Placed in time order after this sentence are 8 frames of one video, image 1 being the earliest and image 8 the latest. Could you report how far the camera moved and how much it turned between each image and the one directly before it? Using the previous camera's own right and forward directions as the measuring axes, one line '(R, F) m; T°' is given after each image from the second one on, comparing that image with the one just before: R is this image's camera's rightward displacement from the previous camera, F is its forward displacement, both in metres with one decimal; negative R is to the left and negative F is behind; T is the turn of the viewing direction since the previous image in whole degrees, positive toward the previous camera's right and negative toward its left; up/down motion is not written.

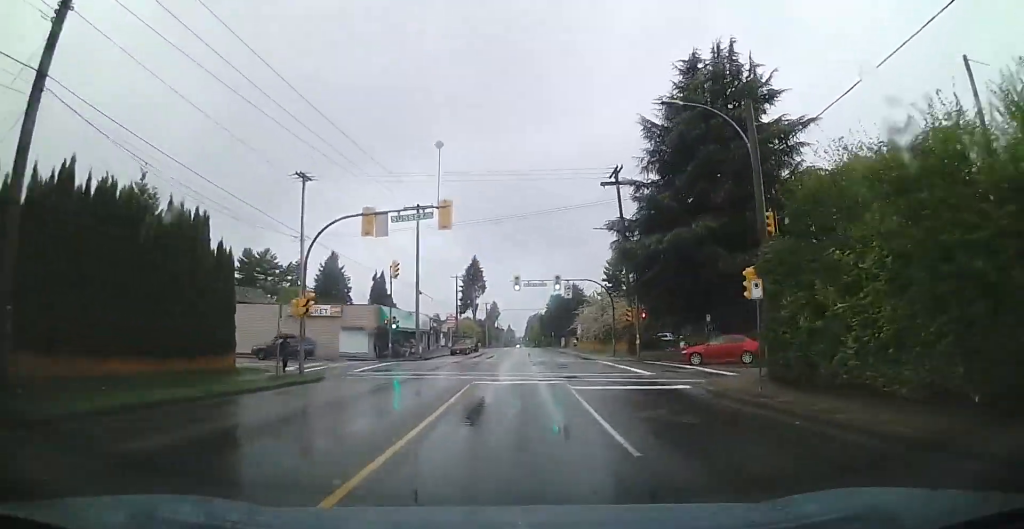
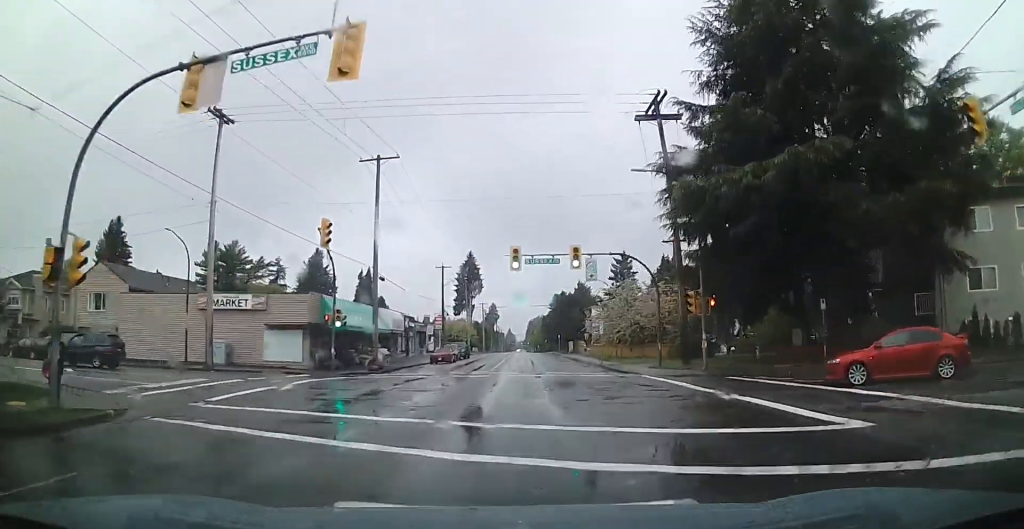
(+0.2, +15.1) m; +1°
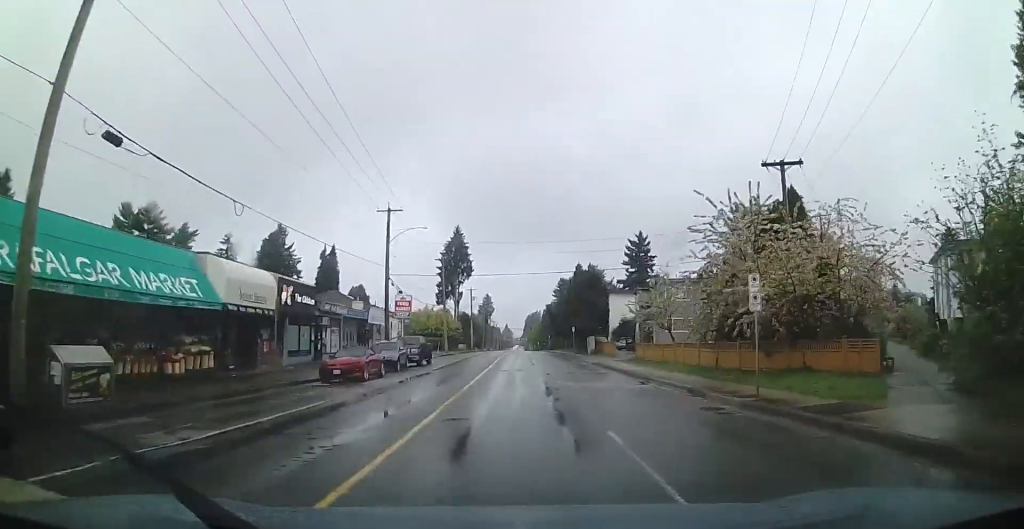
(+0.2, +27.6) m; 0°
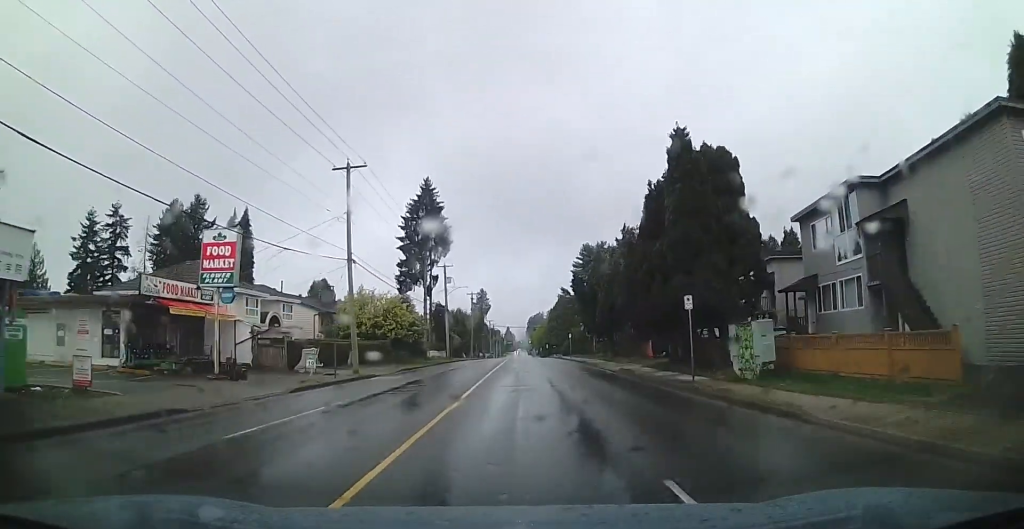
(+0.9, +40.4) m; +4°
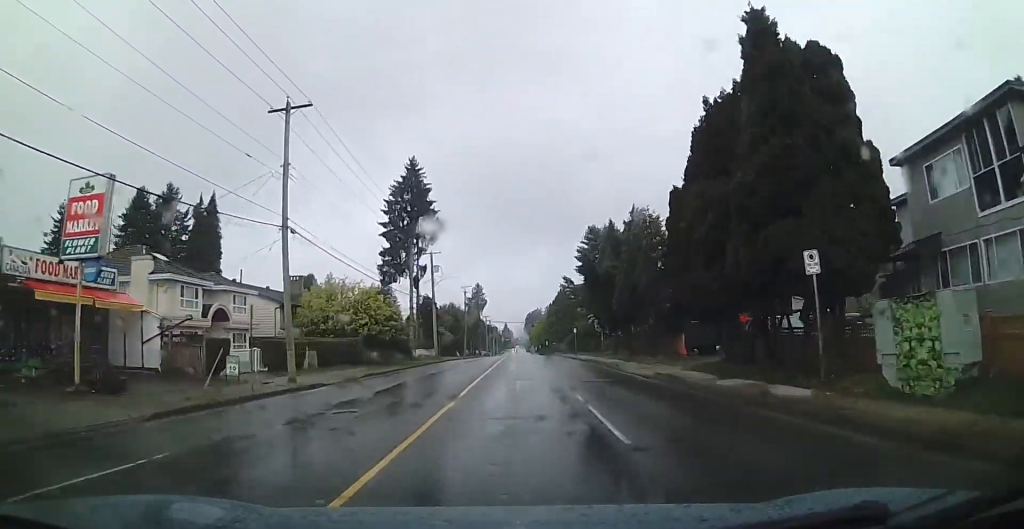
(+0.1, +8.8) m; +1°
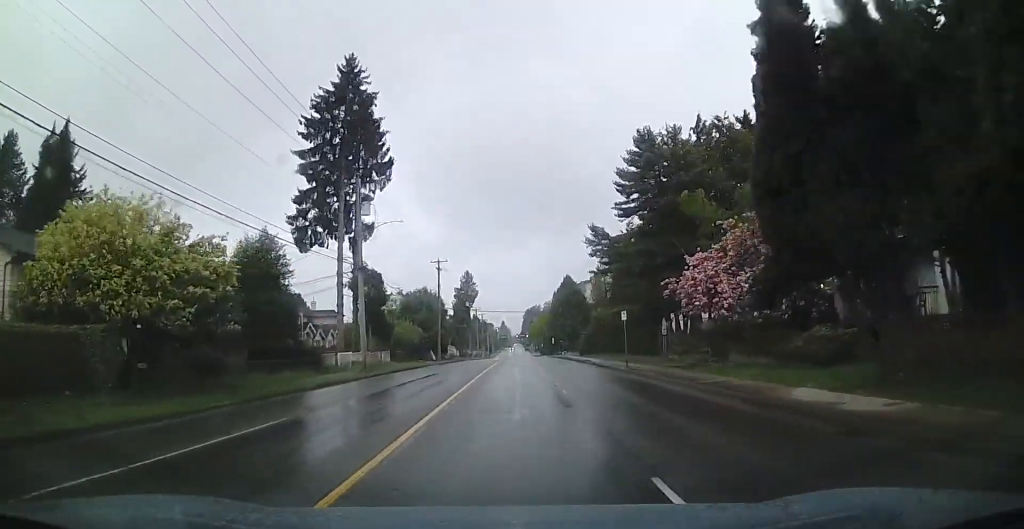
(-0.5, +28.6) m; -2°
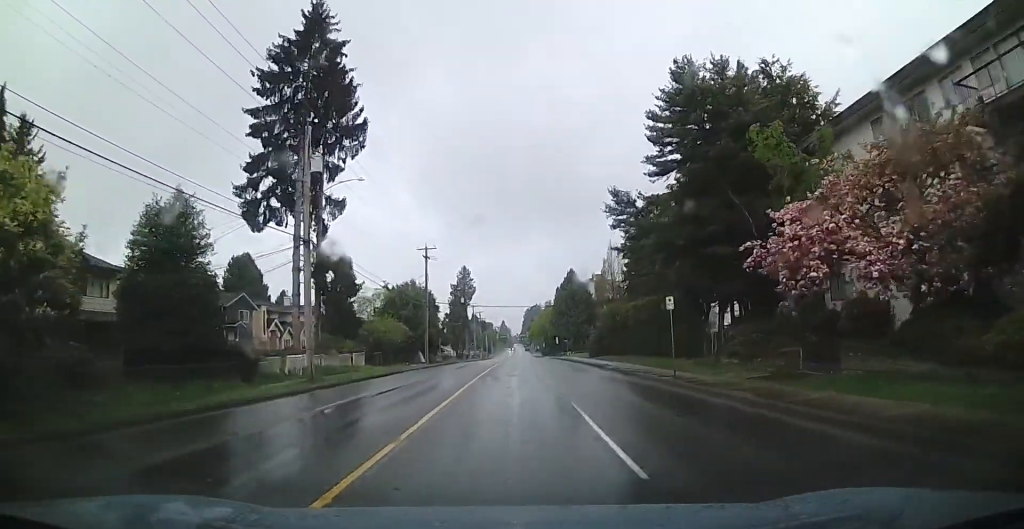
(-0.1, +9.3) m; -1°
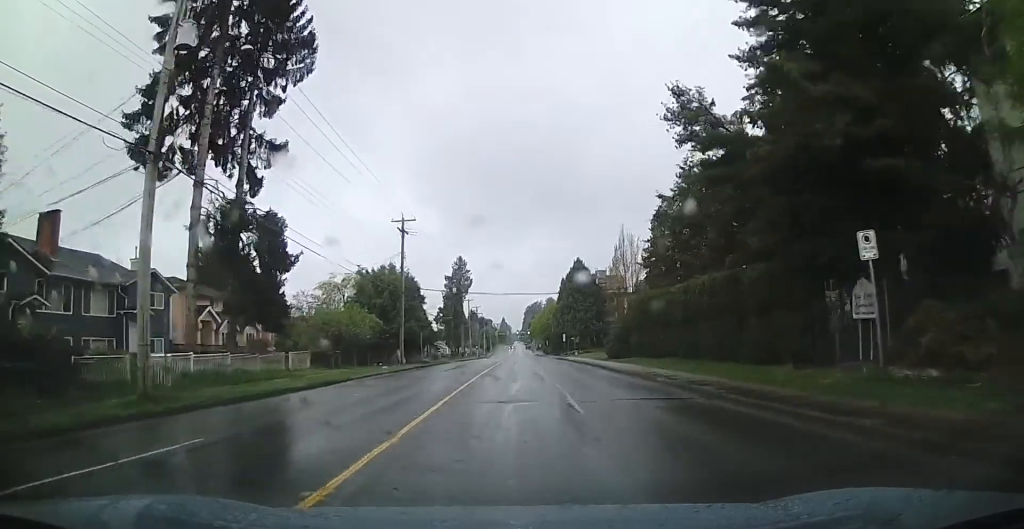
(0.0, +12.6) m; 0°
